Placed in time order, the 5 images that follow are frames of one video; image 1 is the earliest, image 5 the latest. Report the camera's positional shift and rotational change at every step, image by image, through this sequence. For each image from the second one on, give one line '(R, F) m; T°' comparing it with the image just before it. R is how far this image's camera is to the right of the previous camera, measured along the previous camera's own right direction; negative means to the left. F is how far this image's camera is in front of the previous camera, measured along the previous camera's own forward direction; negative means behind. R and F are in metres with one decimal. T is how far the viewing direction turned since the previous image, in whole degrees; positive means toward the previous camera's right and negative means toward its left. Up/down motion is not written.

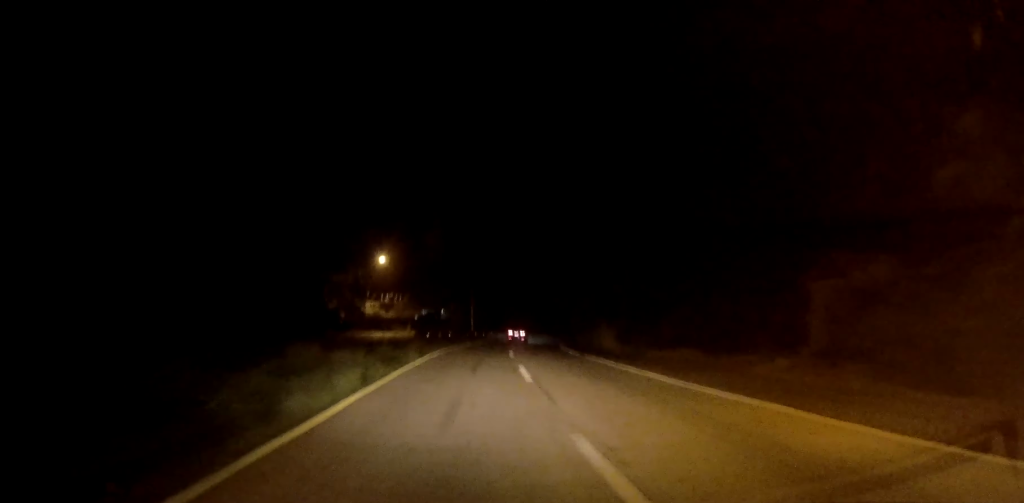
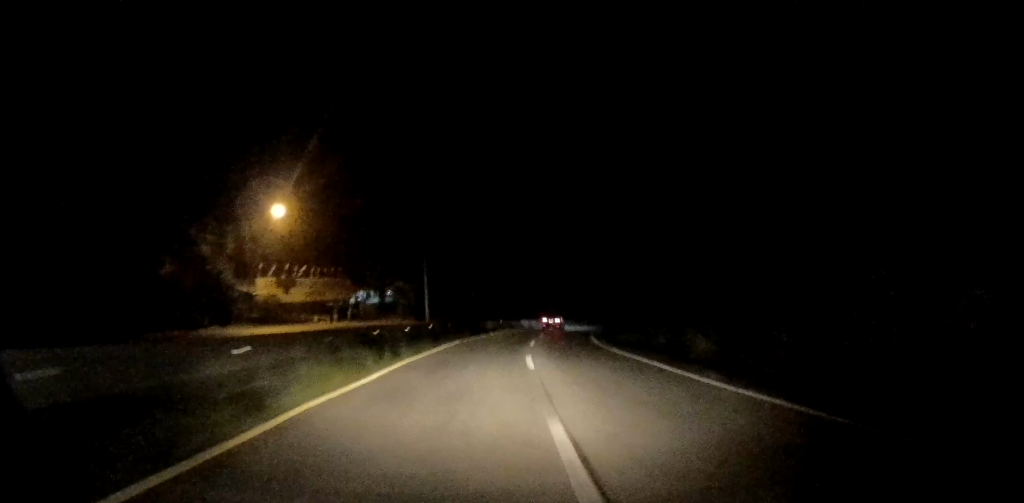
(-0.3, +36.6) m; +2°
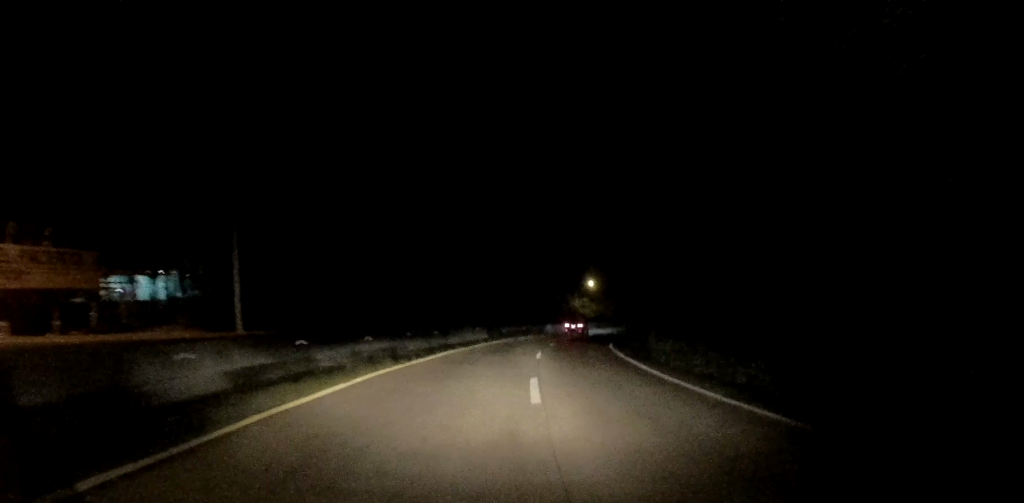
(+2.1, +42.1) m; +7°
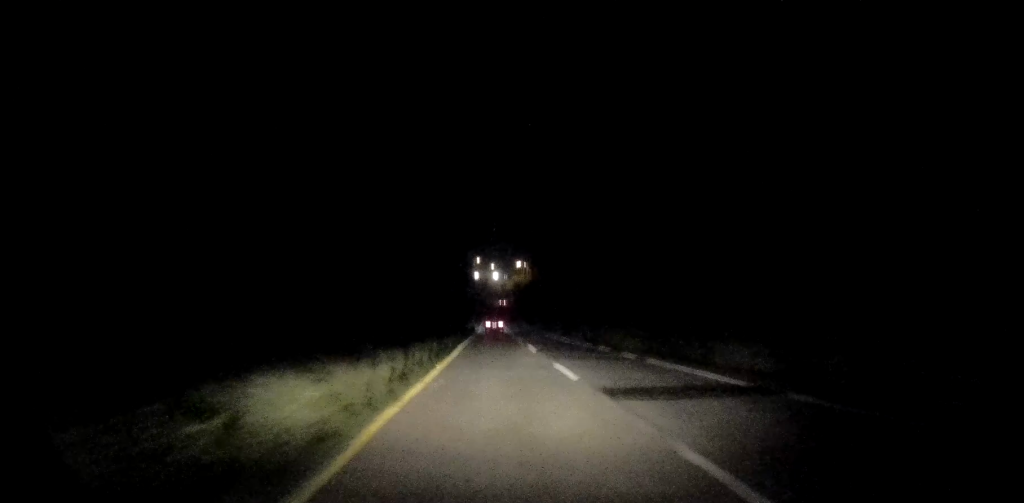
(+70.5, +180.6) m; +30°
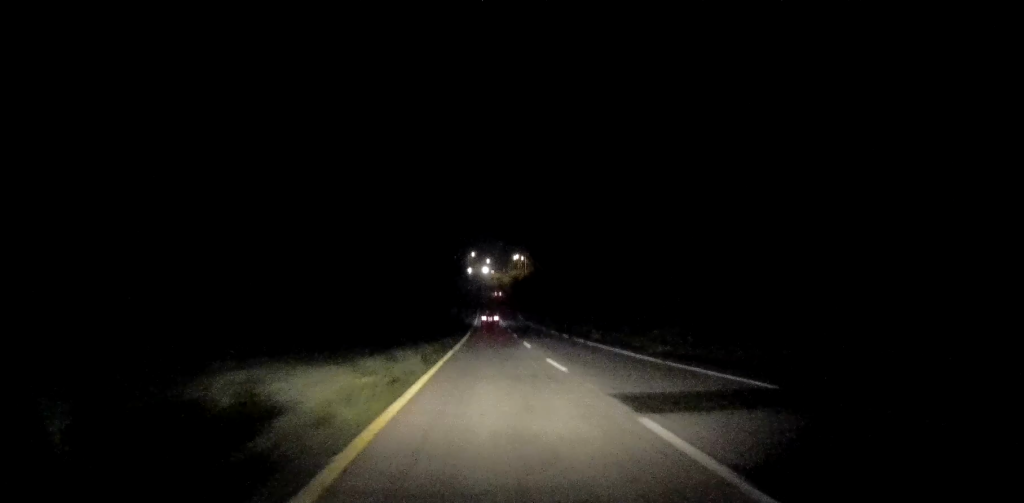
(+0.1, +22.4) m; 0°
